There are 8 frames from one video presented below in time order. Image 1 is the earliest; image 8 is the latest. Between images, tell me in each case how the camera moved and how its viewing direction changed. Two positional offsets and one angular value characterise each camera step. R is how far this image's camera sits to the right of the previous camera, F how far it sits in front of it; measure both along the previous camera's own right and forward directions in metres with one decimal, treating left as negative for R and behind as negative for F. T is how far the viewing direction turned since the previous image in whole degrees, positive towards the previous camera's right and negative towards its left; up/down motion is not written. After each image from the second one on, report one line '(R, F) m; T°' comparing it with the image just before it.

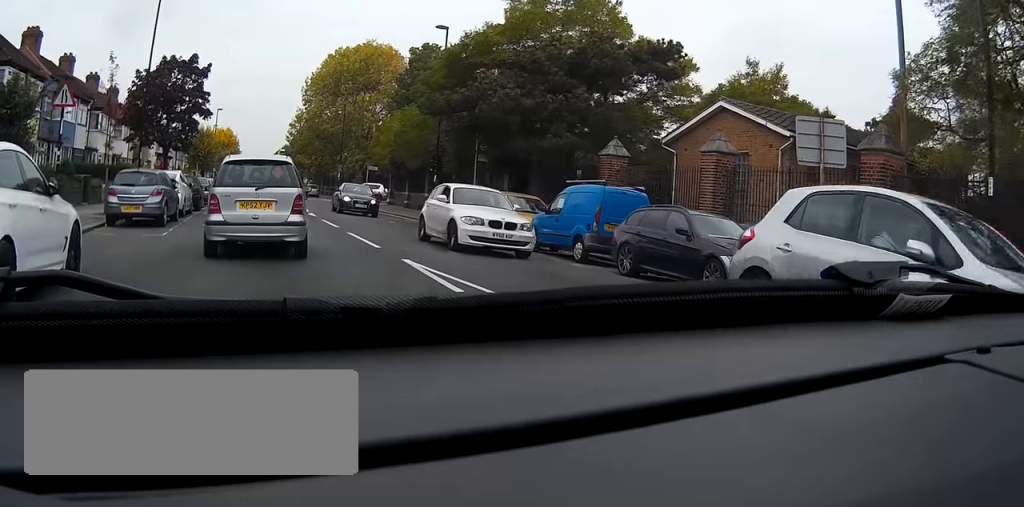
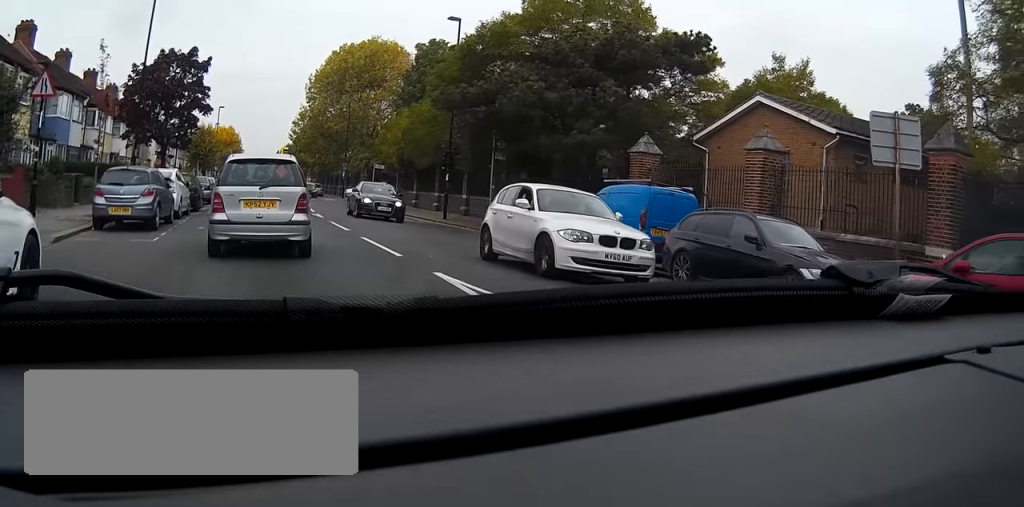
(0.0, +1.9) m; +1°
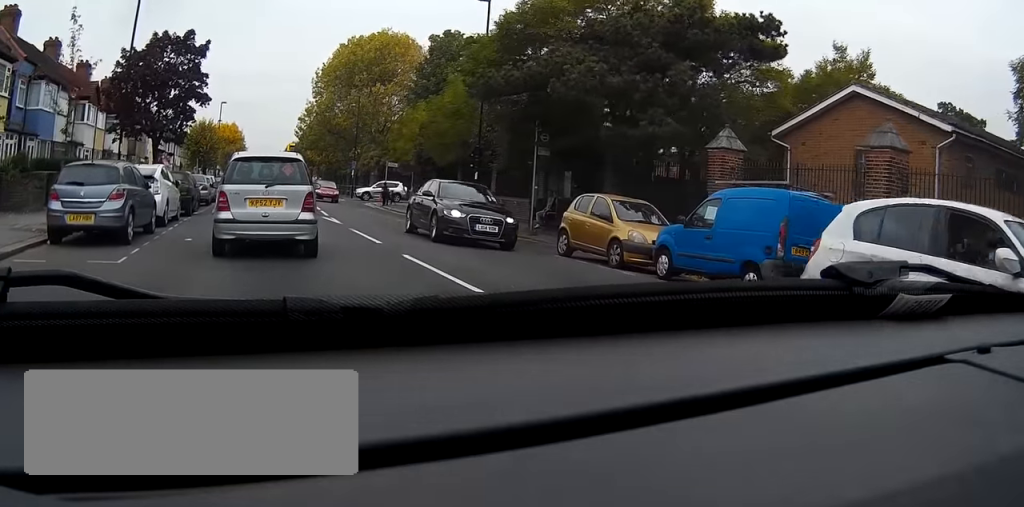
(+0.1, +4.3) m; +2°
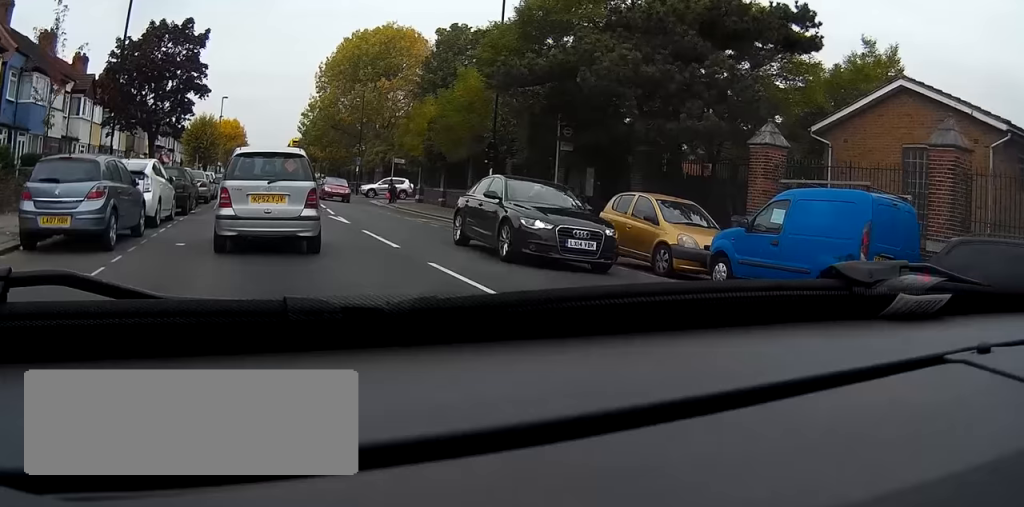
(+0.1, +1.8) m; -1°
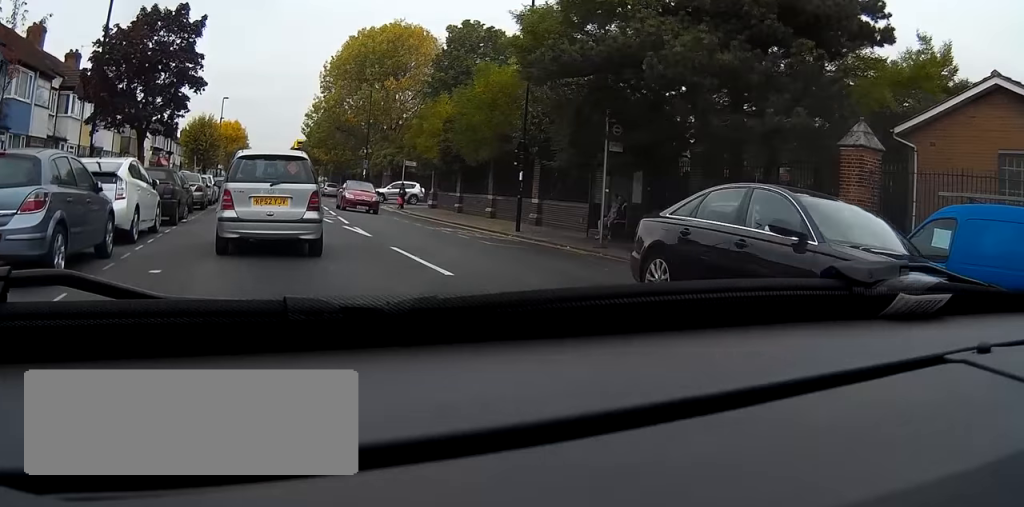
(-0.2, +3.4) m; -2°
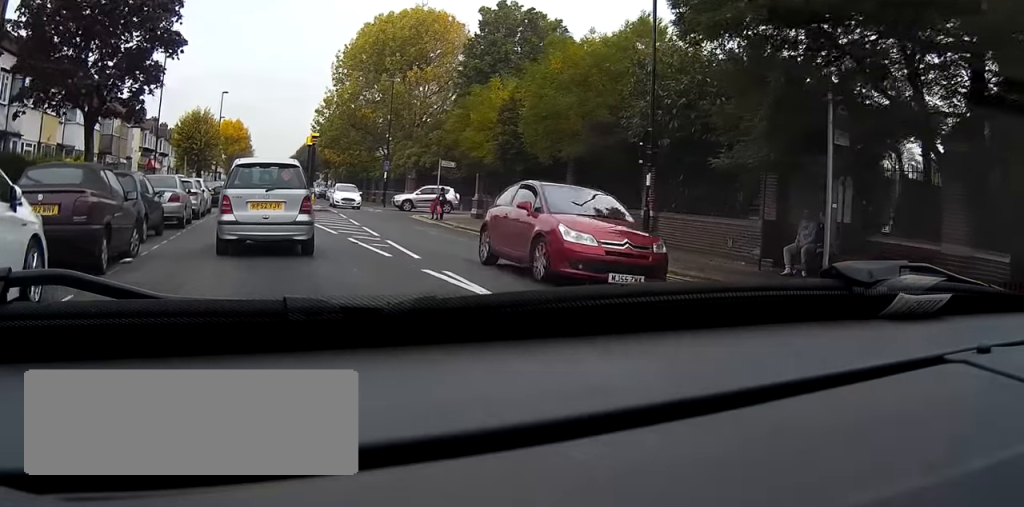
(-0.6, +9.2) m; -8°
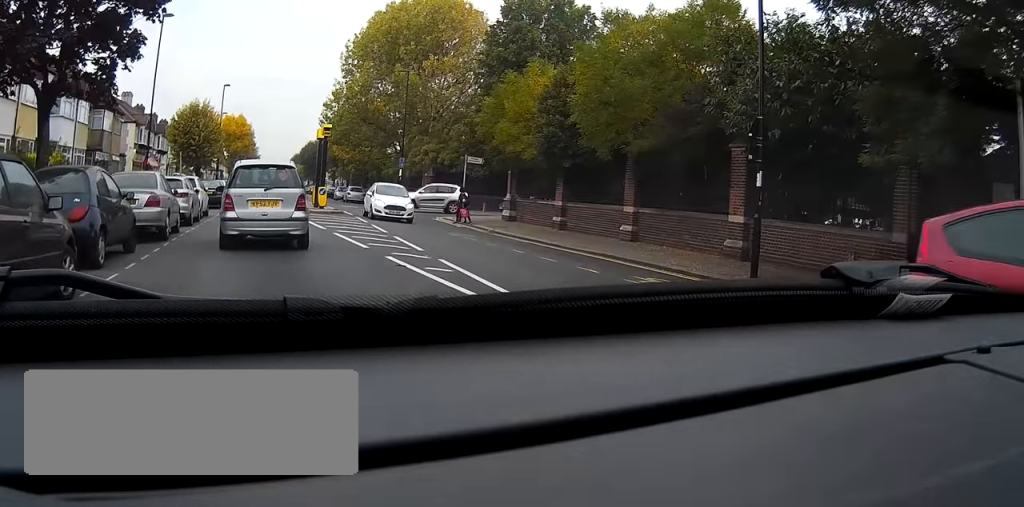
(-0.1, +4.7) m; +1°
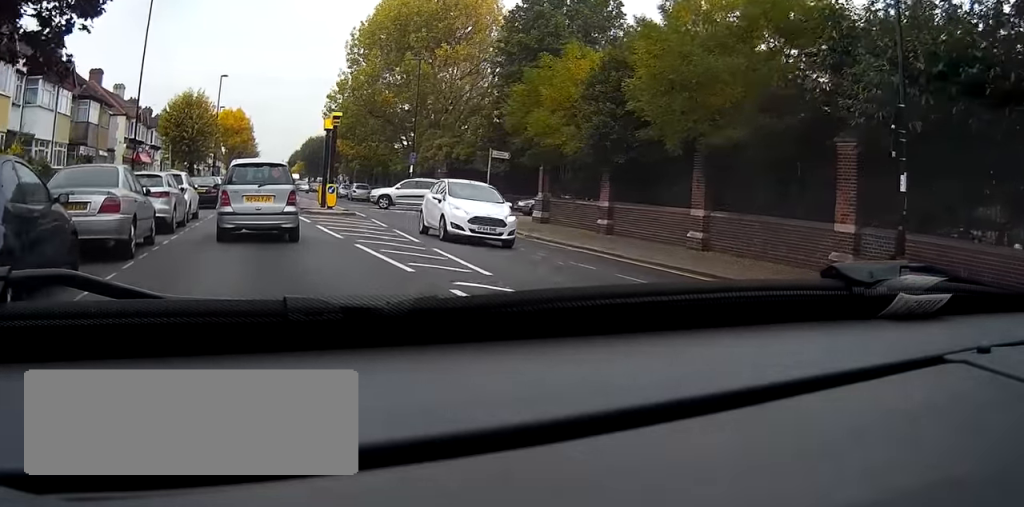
(+0.1, +4.2) m; +1°
